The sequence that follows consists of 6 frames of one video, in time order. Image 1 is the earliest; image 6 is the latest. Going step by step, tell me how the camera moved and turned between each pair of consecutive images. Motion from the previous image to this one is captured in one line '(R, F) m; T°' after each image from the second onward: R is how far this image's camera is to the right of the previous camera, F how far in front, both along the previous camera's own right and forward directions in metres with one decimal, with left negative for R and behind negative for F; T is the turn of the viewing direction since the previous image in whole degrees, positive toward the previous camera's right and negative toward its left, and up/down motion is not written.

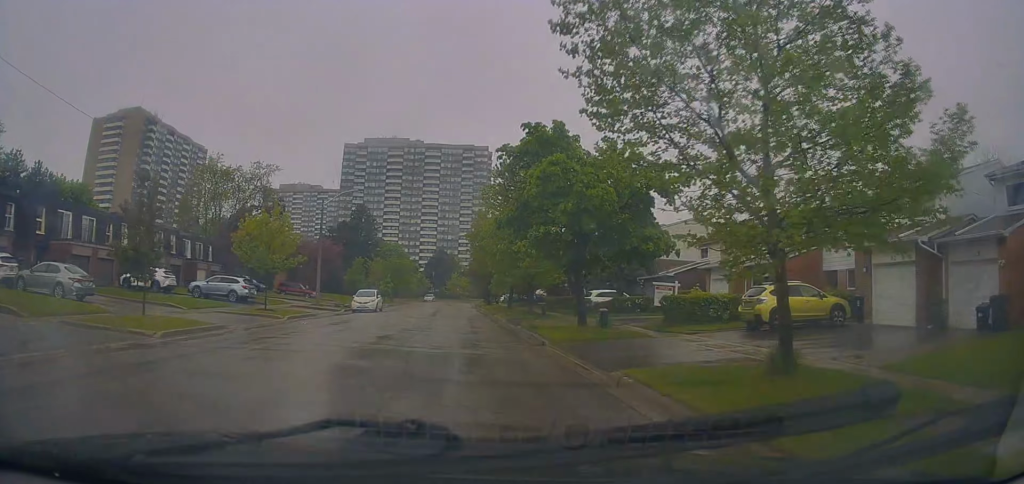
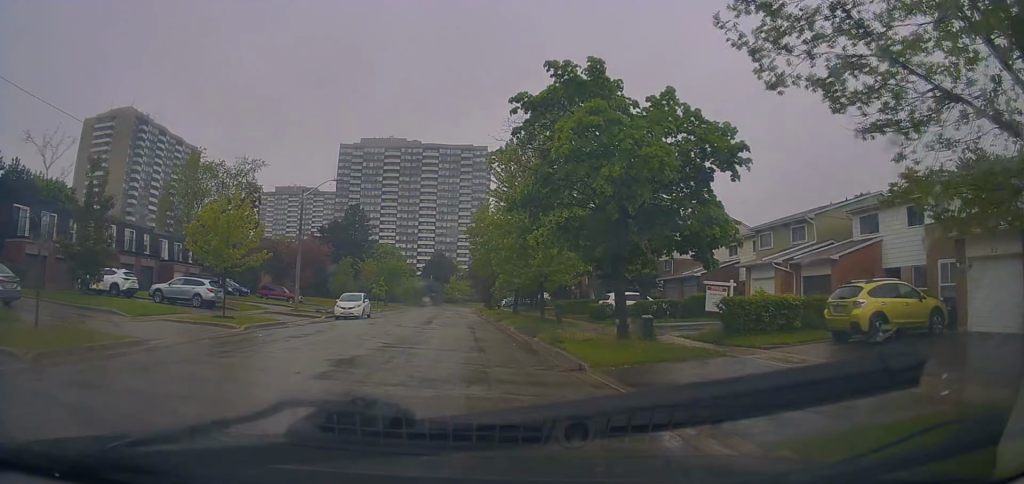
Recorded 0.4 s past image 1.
(+0.1, +4.8) m; +1°
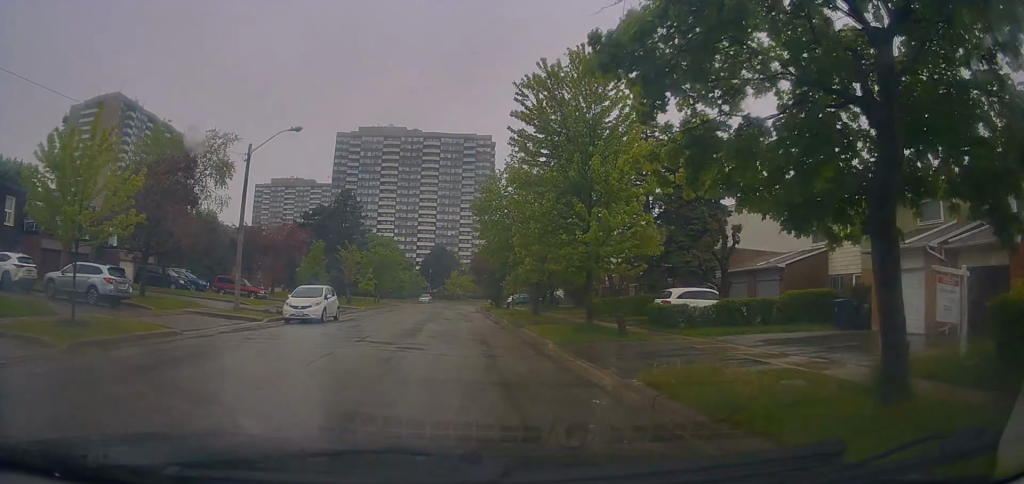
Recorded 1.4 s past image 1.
(0.0, +10.3) m; -2°
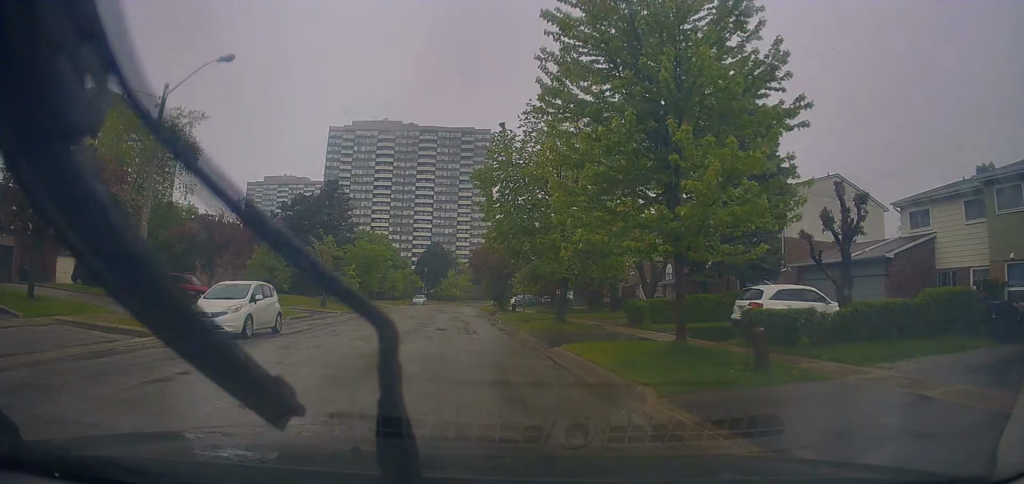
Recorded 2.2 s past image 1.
(-0.3, +8.9) m; +1°
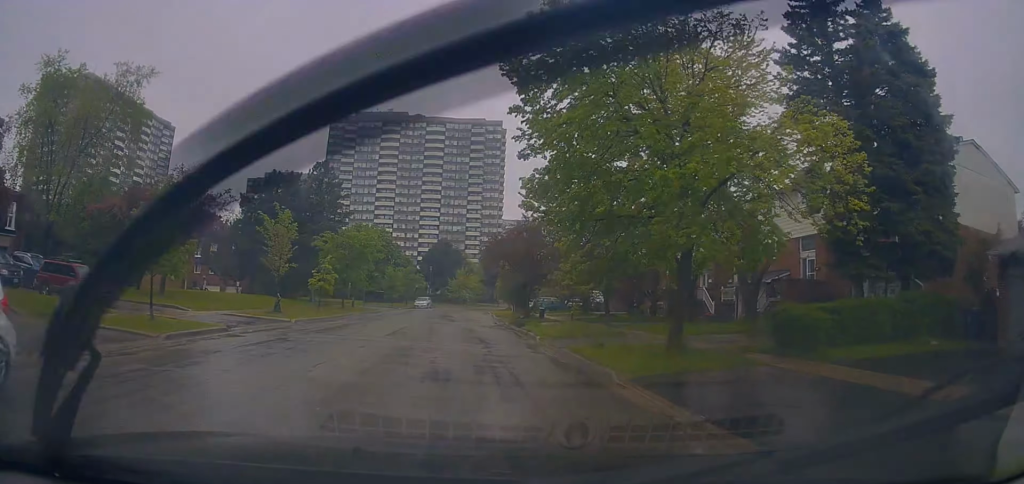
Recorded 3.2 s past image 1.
(+0.5, +12.4) m; +5°
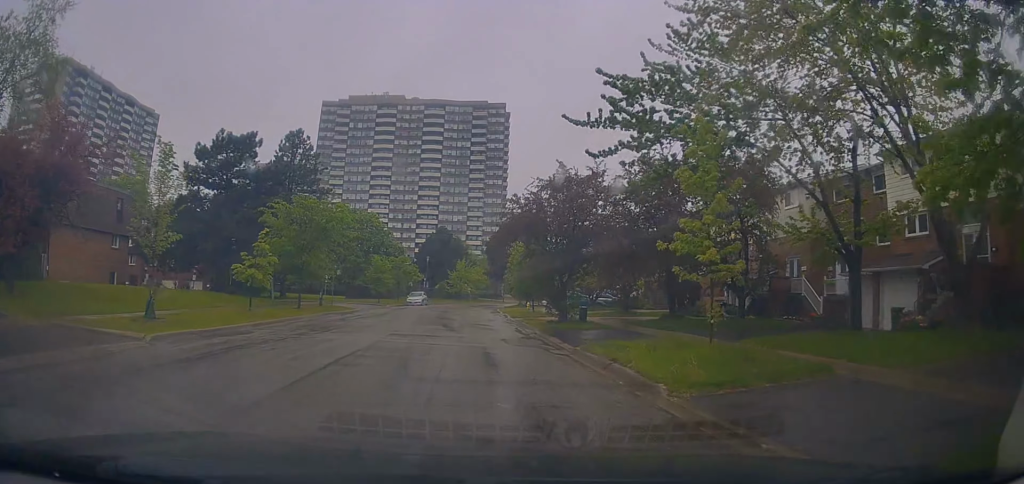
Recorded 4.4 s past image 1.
(+0.6, +12.9) m; -2°
